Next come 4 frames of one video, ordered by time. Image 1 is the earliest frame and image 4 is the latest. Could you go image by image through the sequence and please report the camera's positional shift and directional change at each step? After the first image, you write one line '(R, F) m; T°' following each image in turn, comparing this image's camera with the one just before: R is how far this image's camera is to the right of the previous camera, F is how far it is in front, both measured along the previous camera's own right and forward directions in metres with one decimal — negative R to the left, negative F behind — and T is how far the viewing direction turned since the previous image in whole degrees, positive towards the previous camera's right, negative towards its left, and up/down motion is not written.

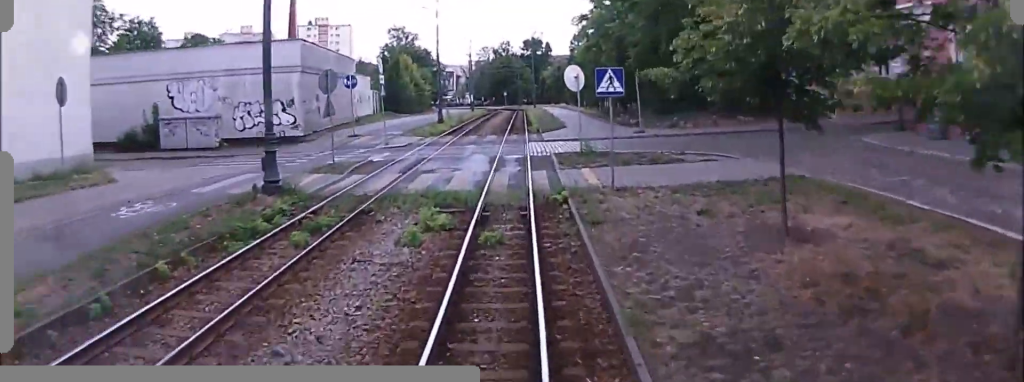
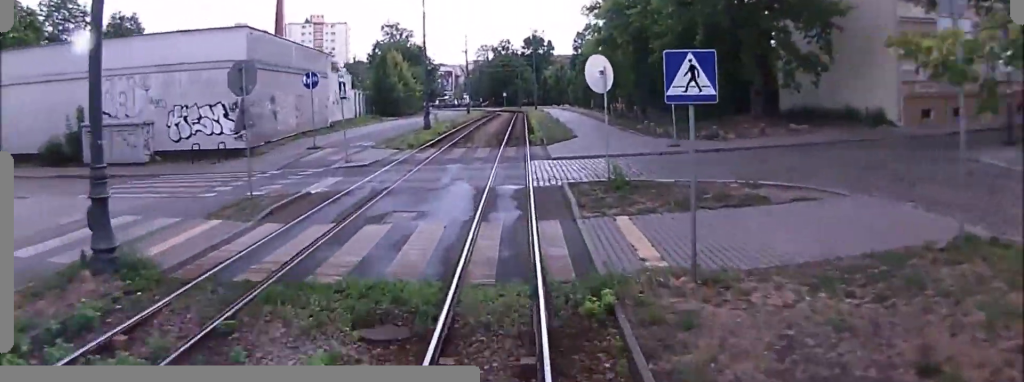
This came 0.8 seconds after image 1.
(0.0, +6.7) m; 0°
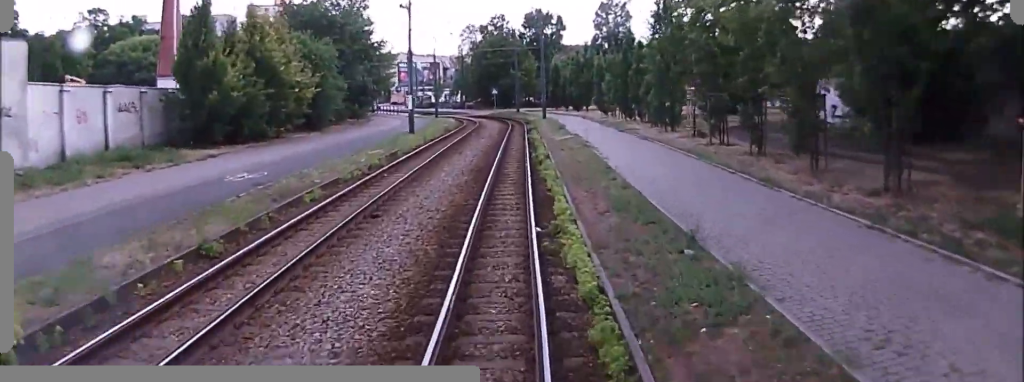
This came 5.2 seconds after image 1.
(-1.5, +37.5) m; -4°
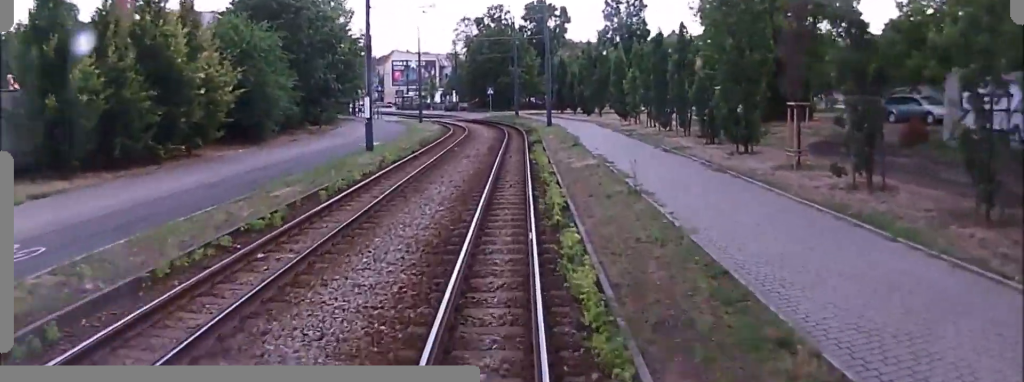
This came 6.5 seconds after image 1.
(0.0, +10.6) m; 0°
